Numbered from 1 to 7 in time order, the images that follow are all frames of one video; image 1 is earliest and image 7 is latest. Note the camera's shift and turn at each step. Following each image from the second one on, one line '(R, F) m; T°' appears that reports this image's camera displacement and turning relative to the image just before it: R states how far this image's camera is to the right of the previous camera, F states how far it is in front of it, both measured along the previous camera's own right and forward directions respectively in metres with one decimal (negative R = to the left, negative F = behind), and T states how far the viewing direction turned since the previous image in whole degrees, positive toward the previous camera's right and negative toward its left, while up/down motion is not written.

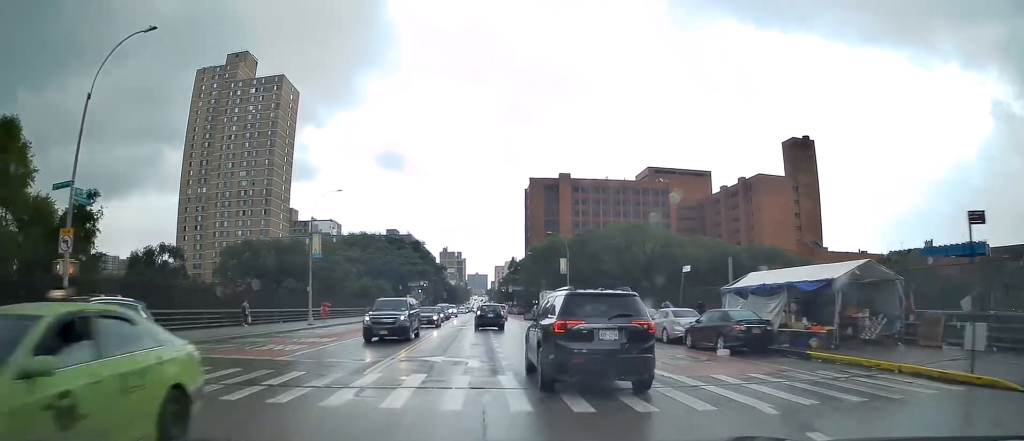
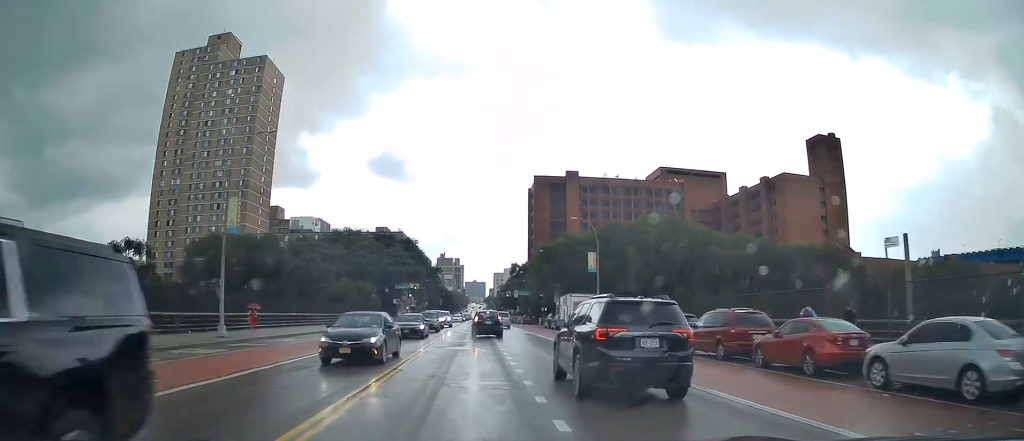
(+0.1, +14.0) m; -1°
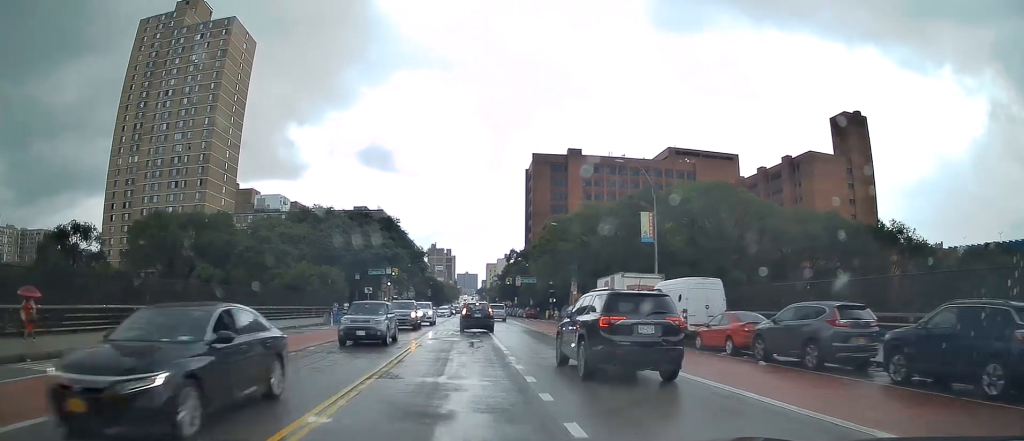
(0.0, +16.8) m; +1°
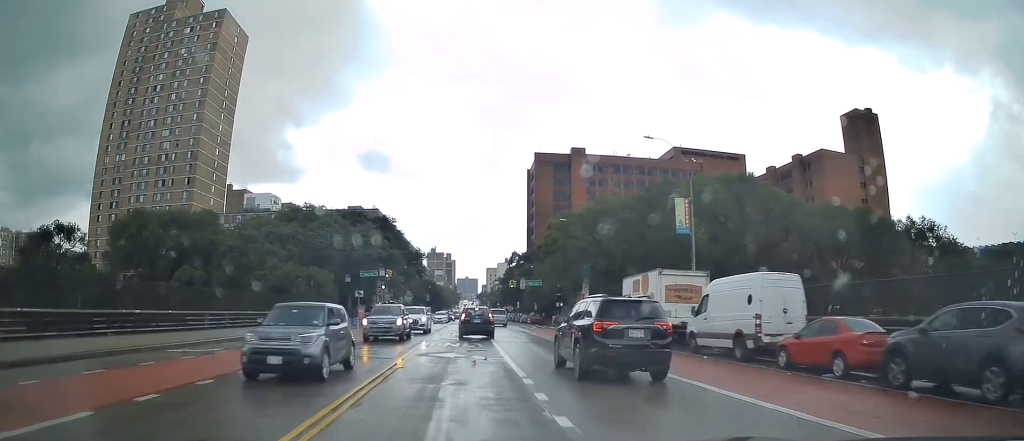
(+0.1, +6.2) m; 0°
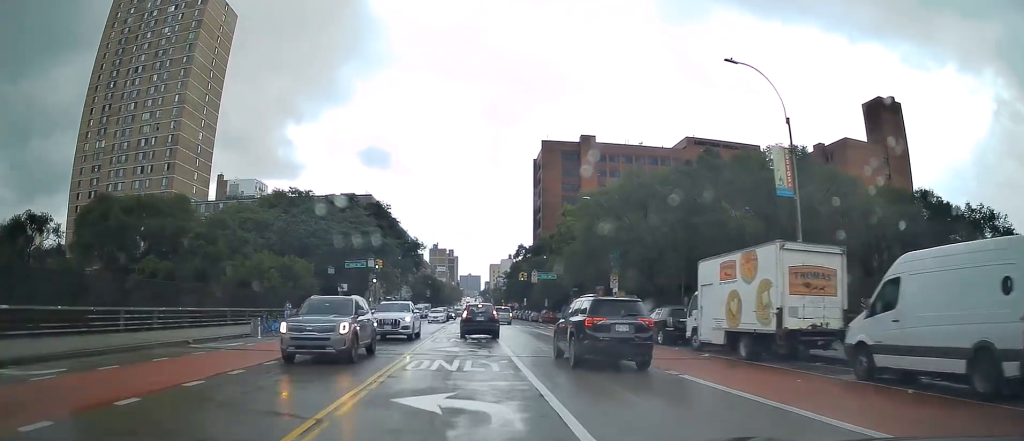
(0.0, +10.6) m; -2°
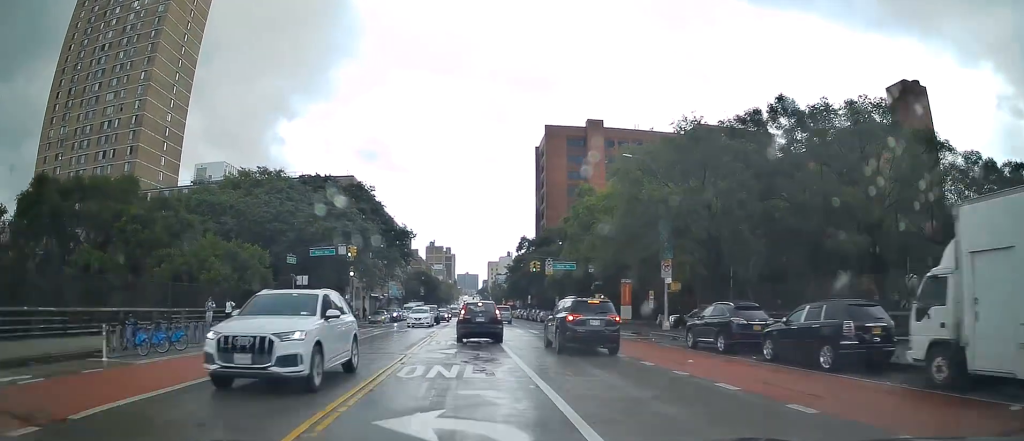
(-0.3, +14.1) m; +1°
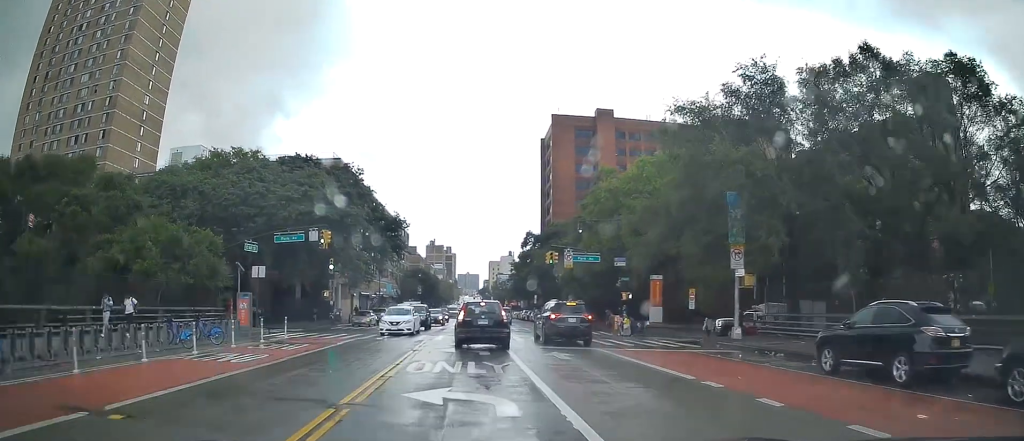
(+0.3, +11.1) m; 0°
